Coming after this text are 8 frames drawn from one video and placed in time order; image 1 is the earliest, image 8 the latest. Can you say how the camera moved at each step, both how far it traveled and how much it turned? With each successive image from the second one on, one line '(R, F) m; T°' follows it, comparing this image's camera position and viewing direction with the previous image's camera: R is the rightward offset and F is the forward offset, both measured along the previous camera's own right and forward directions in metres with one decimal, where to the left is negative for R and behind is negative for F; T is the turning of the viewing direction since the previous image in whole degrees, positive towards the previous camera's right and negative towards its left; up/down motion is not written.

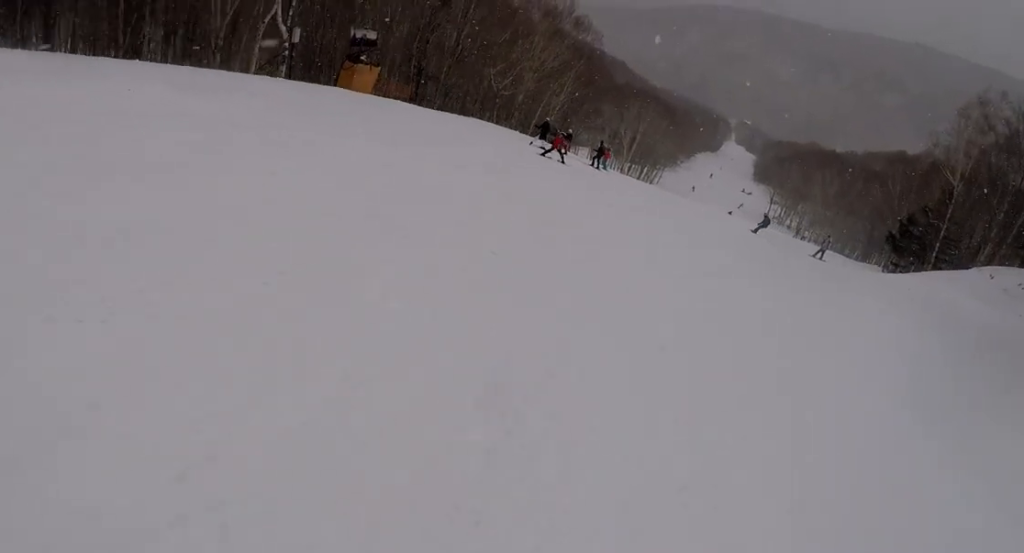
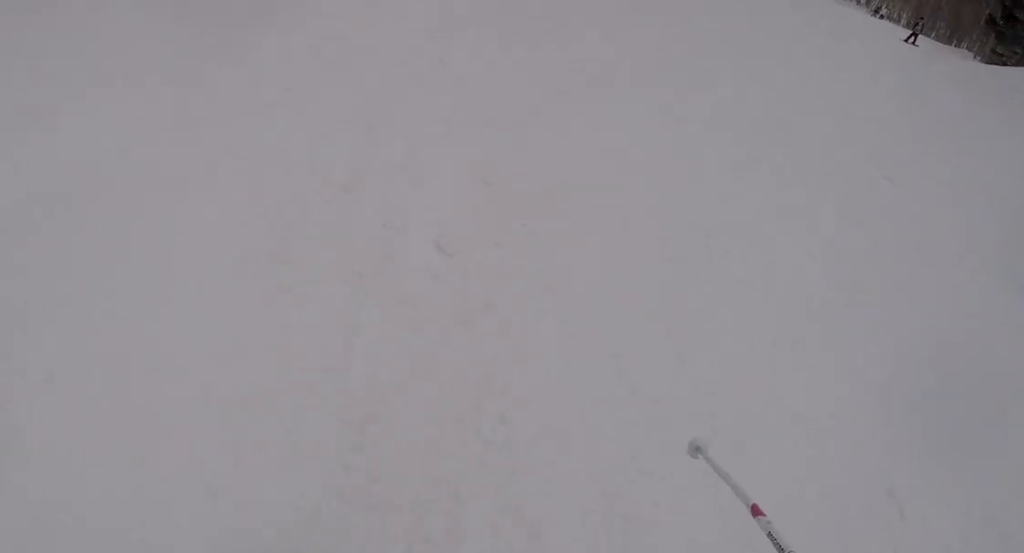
(-1.0, +3.9) m; -7°
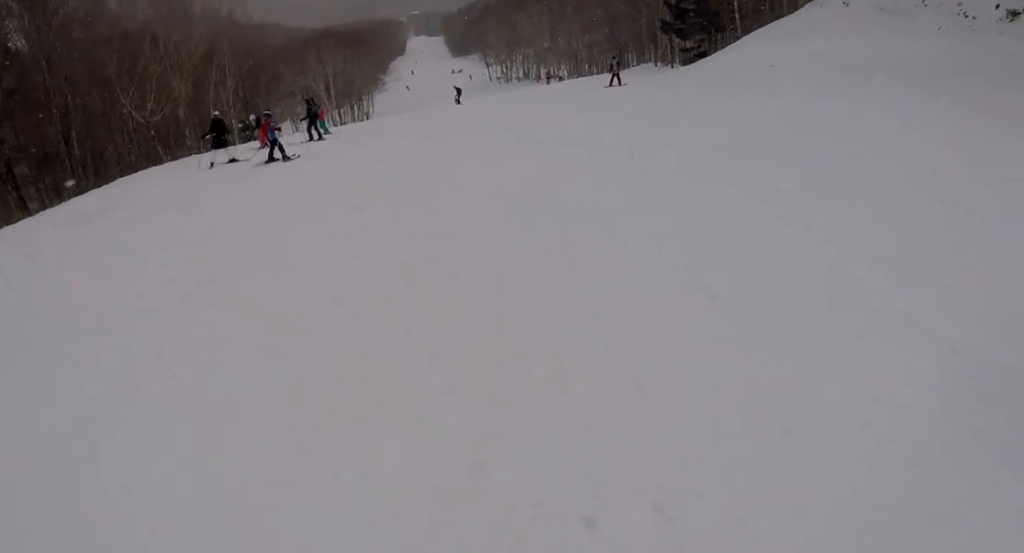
(+1.1, +7.4) m; +14°
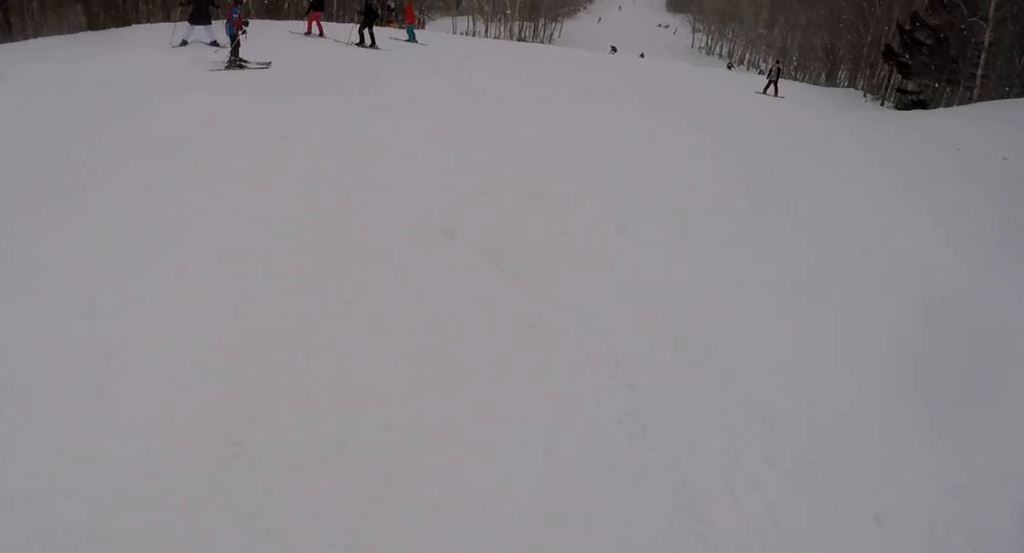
(+1.1, +8.2) m; +8°
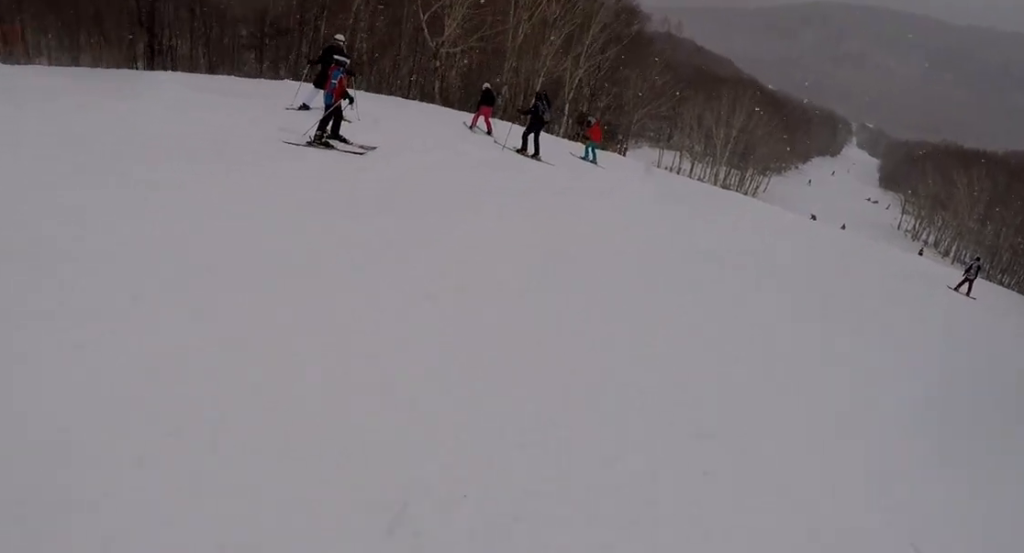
(0.0, +3.7) m; -6°
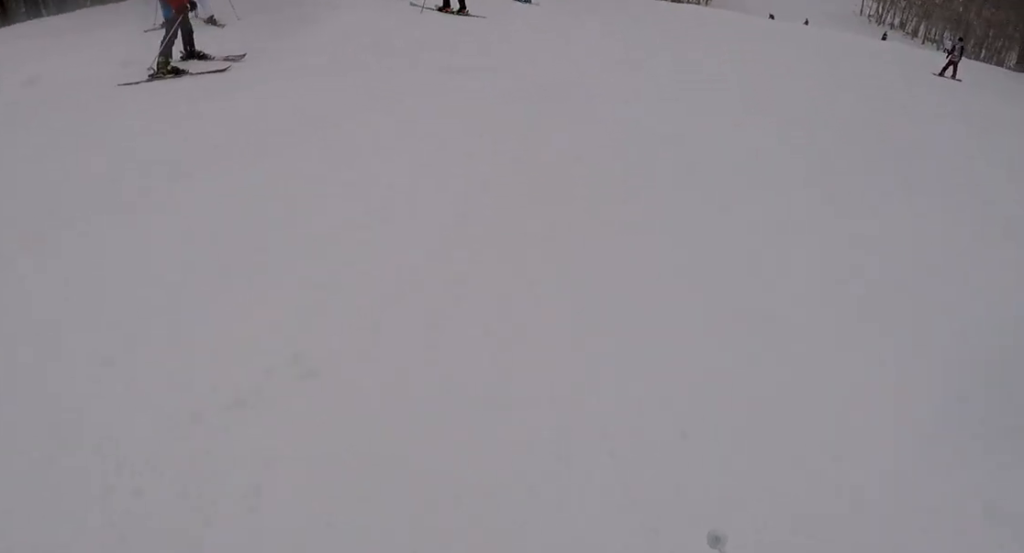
(-0.3, +2.5) m; -4°
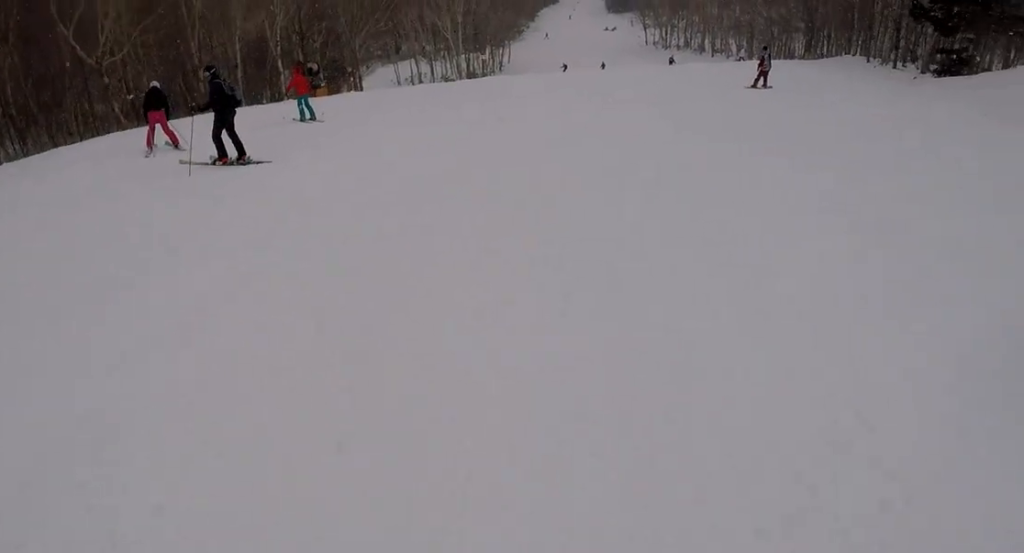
(-0.2, +3.4) m; -1°
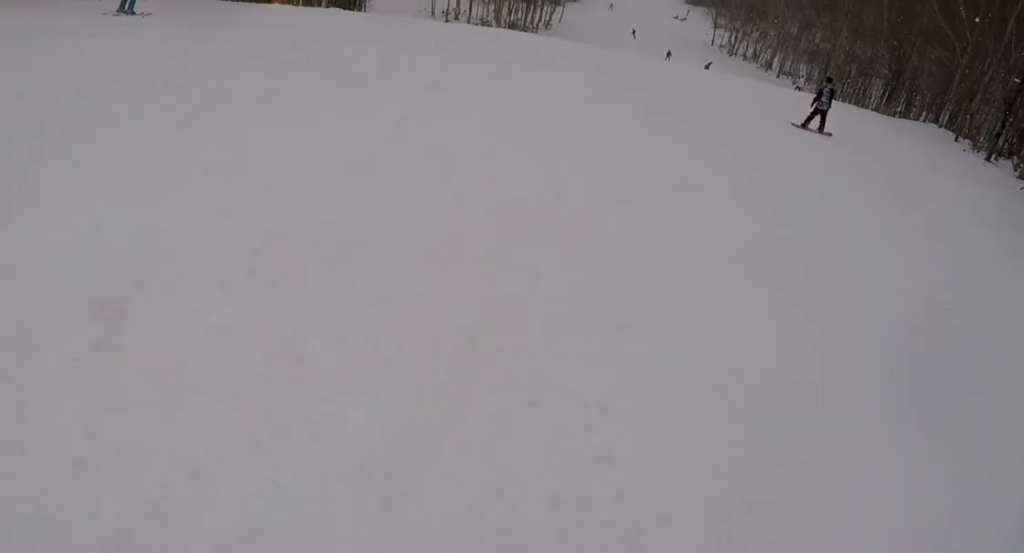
(+1.0, +8.3) m; +5°
